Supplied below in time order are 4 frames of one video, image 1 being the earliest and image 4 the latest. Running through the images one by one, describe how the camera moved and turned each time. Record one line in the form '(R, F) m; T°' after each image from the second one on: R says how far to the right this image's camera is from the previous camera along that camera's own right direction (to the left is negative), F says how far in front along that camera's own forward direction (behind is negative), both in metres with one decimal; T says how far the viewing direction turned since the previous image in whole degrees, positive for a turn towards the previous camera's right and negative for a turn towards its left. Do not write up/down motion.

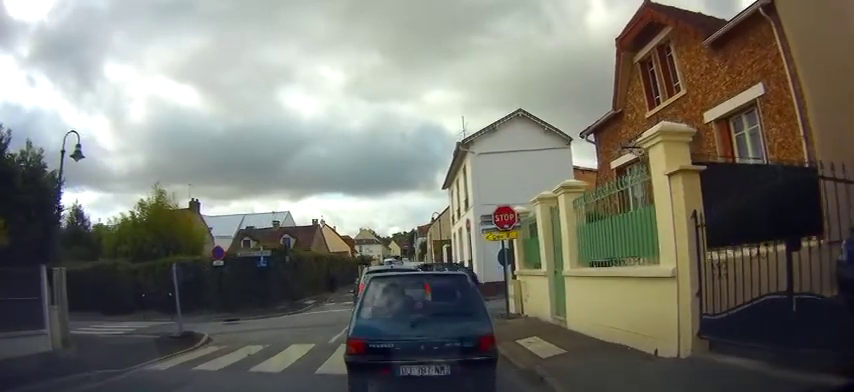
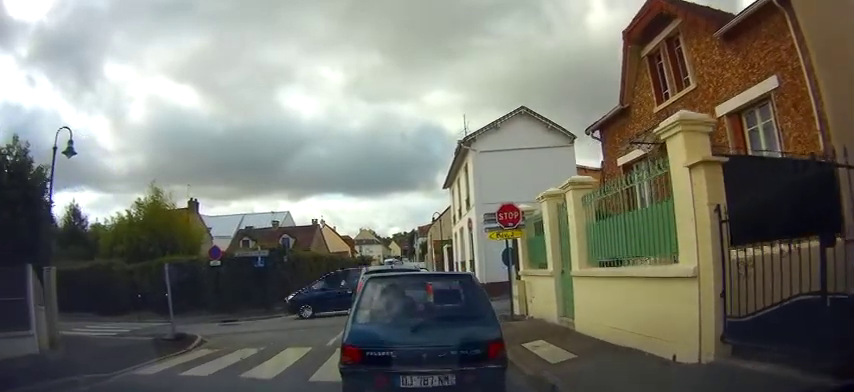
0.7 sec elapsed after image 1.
(-0.1, +0.3) m; 0°
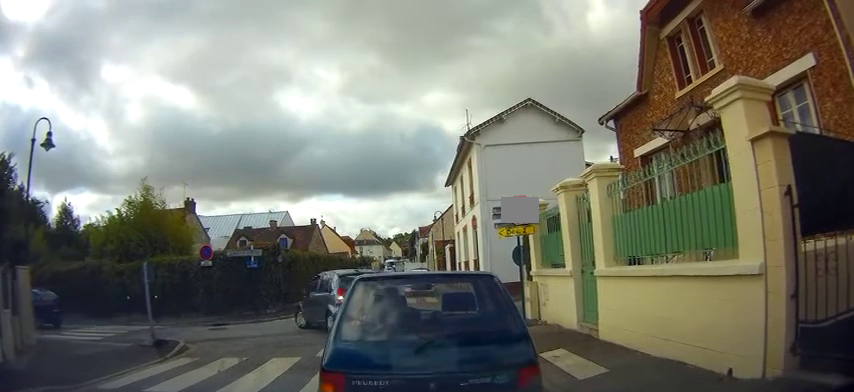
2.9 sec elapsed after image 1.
(-0.3, +1.8) m; -3°
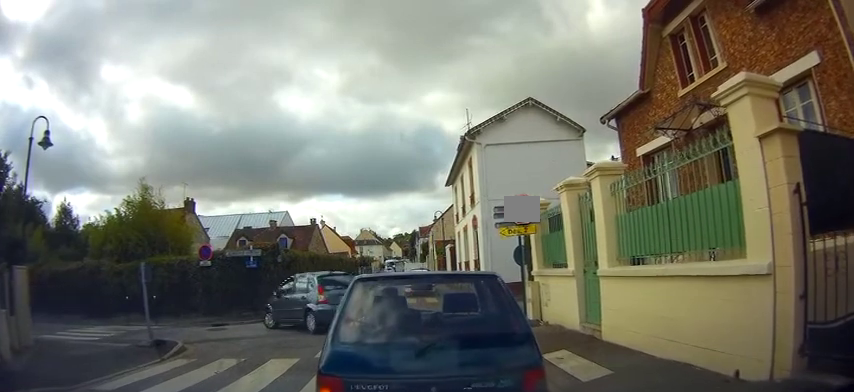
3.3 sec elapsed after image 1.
(0.0, +0.7) m; -2°
